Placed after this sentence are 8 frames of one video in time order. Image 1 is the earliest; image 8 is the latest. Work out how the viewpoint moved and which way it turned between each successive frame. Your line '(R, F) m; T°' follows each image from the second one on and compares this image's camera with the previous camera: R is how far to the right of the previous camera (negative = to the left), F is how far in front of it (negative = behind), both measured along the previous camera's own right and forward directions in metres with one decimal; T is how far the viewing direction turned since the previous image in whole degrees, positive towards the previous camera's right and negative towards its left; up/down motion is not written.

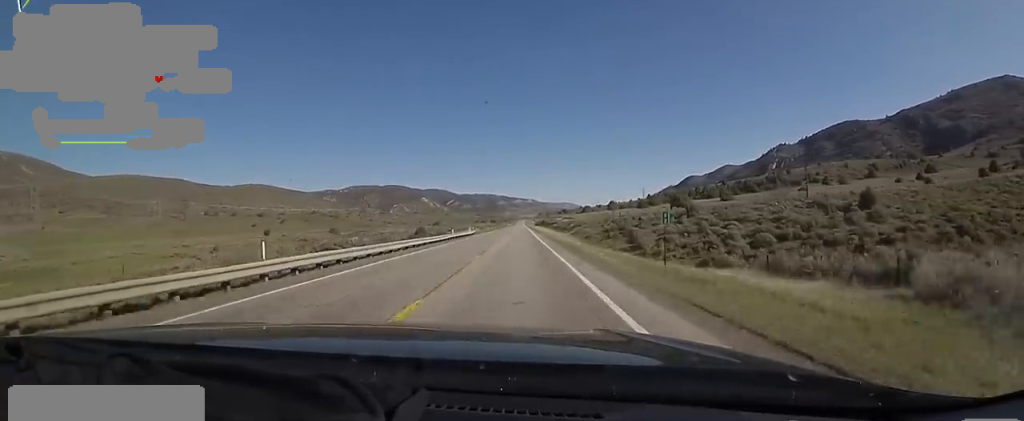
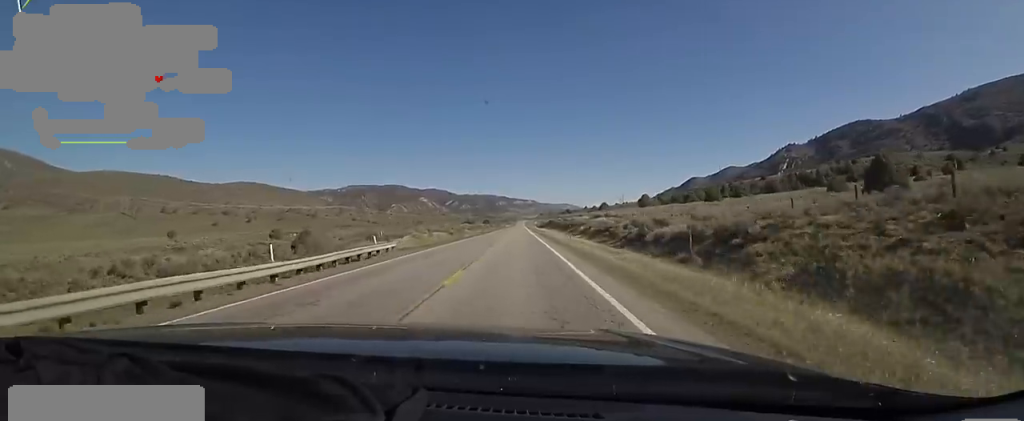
(+0.5, +56.0) m; 0°
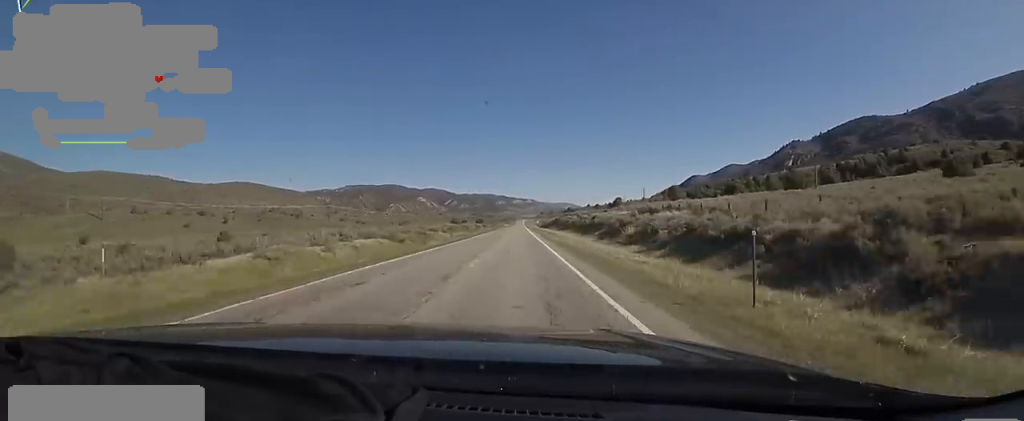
(-0.4, +32.2) m; -1°
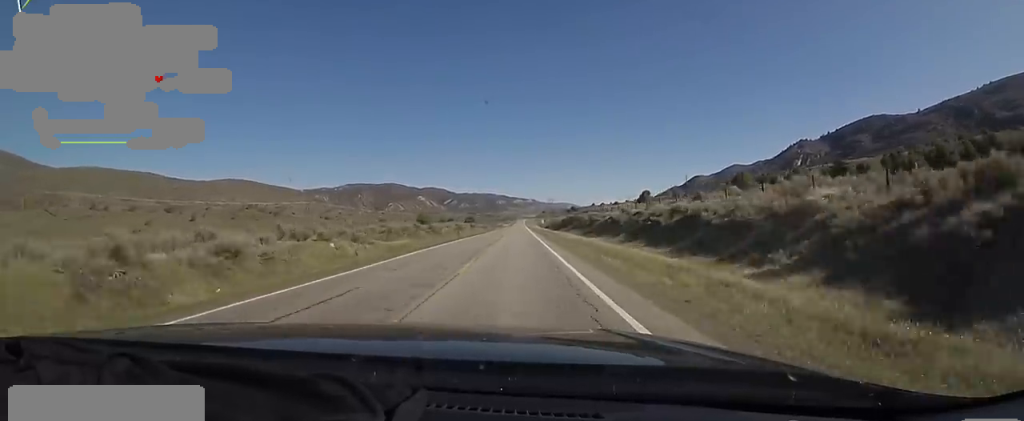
(-0.4, +39.3) m; +1°
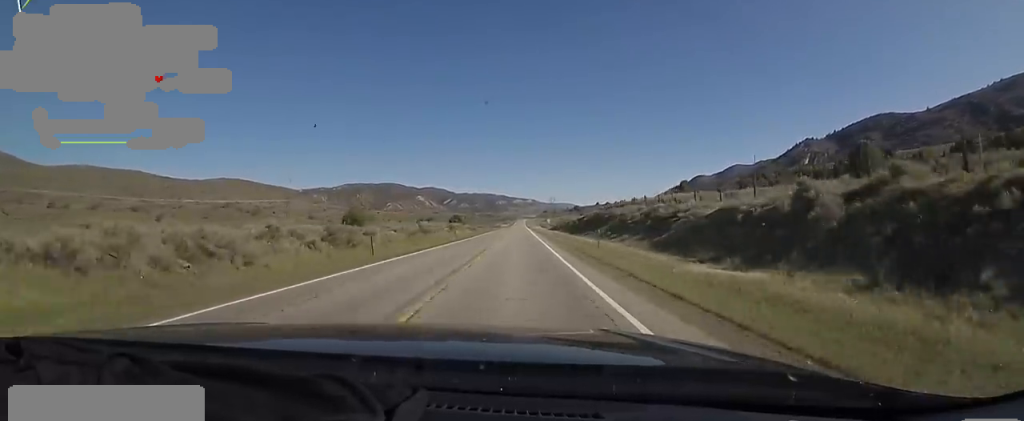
(+1.3, +33.8) m; 0°
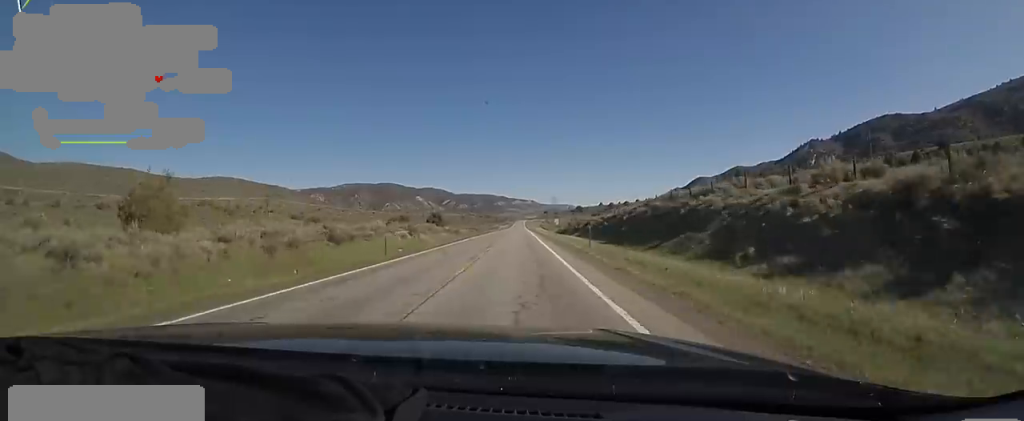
(-1.1, +28.6) m; -2°
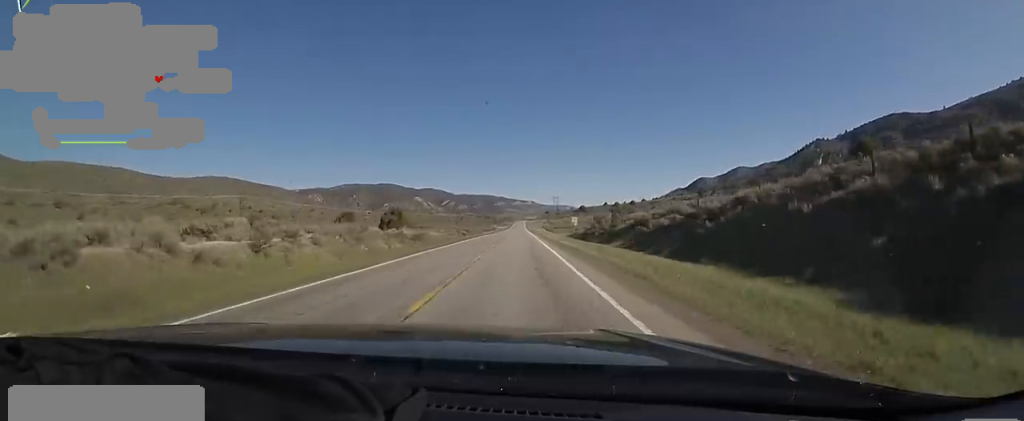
(+0.1, +30.7) m; 0°
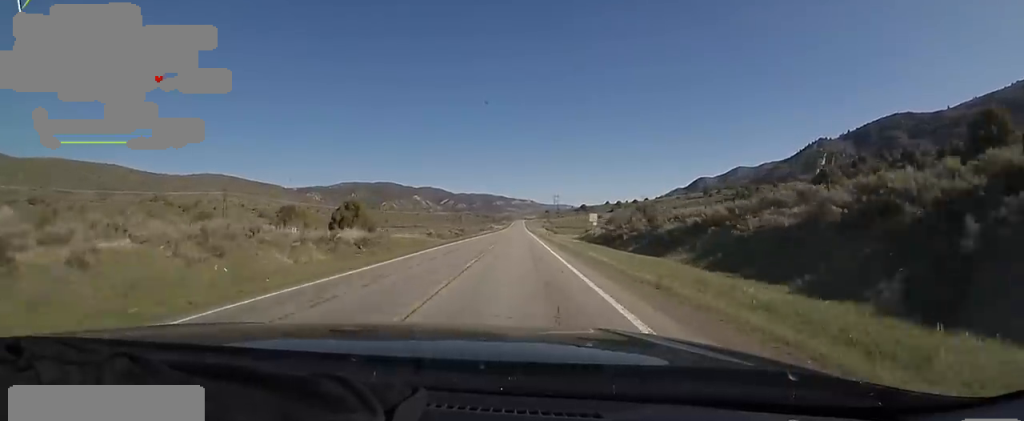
(-0.1, +16.3) m; +1°
